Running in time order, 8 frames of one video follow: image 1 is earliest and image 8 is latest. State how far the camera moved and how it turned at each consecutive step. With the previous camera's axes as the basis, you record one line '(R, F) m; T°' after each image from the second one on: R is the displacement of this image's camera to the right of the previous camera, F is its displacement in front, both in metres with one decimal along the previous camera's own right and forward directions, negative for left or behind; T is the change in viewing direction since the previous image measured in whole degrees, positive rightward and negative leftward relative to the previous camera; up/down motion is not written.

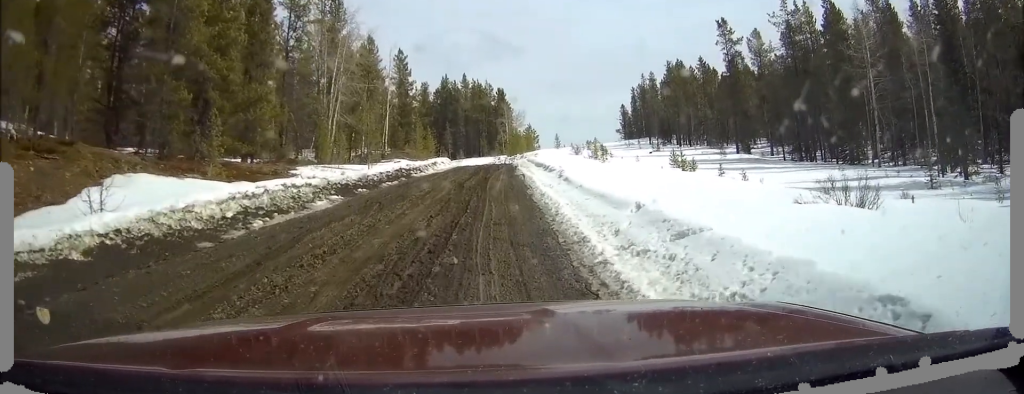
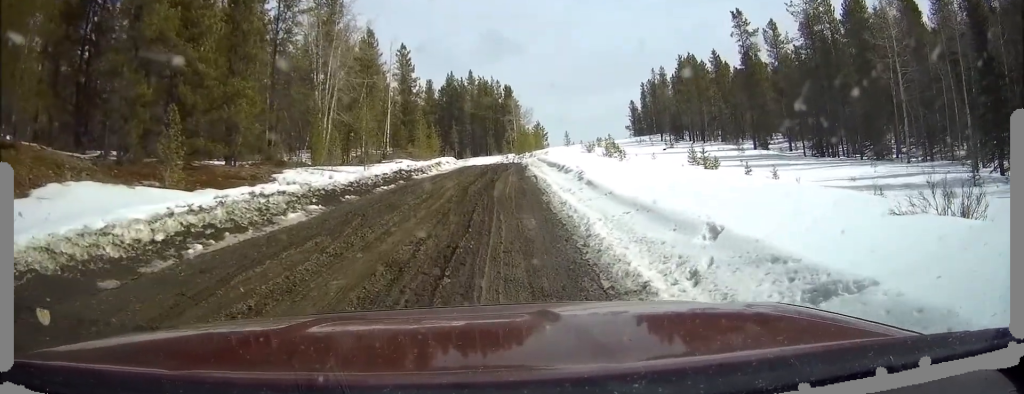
(+0.1, +3.1) m; +3°
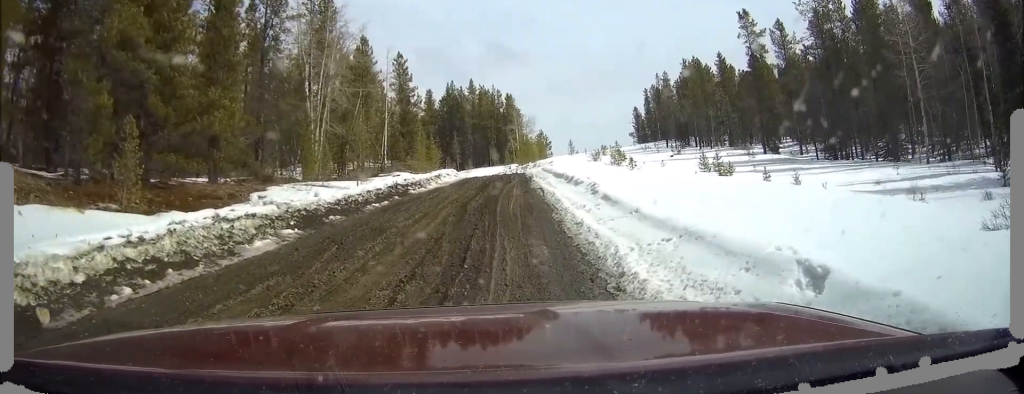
(0.0, +2.3) m; +2°
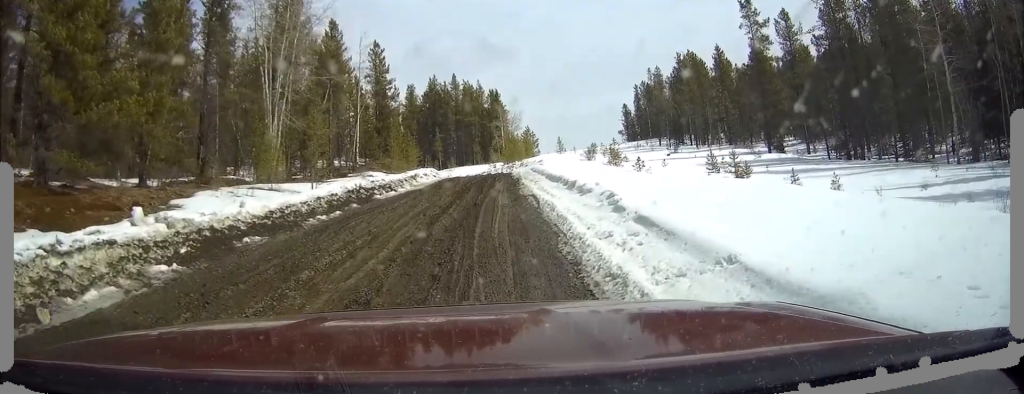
(+0.3, +5.2) m; +4°
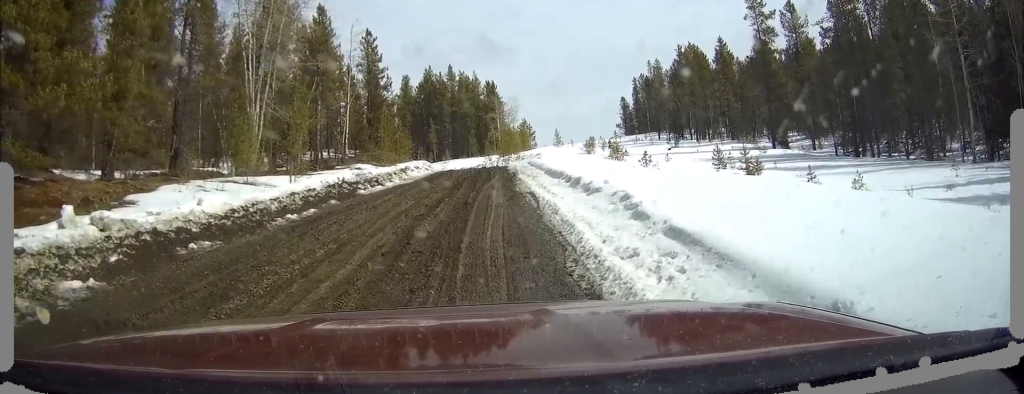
(0.0, +2.1) m; 0°
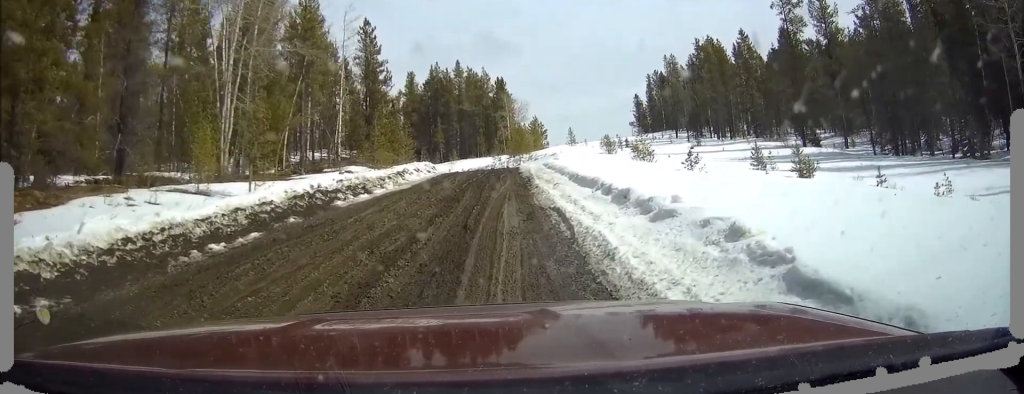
(0.0, +4.9) m; +5°
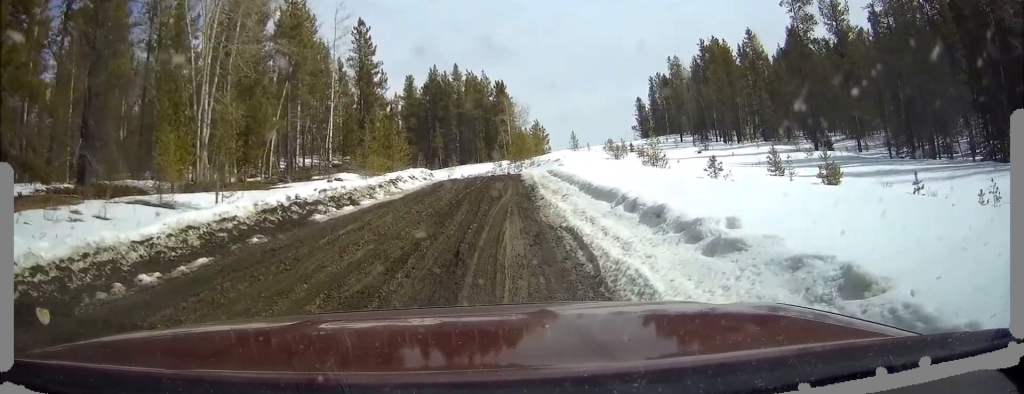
(+0.2, +2.4) m; 0°
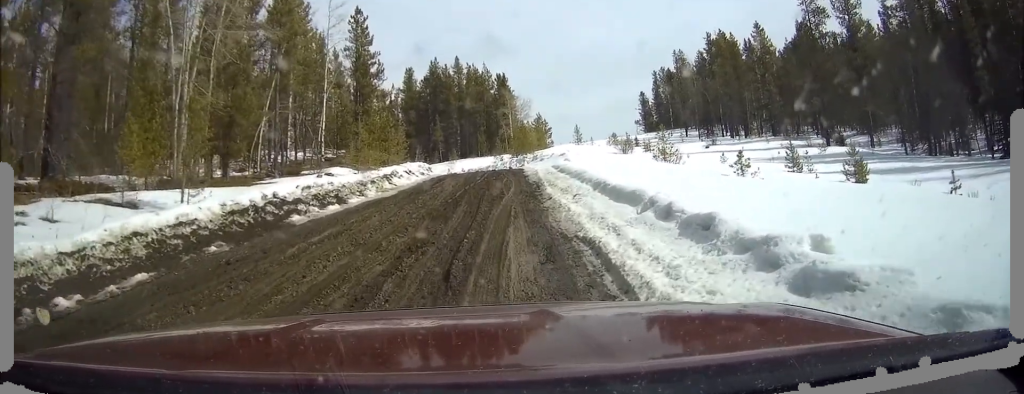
(+0.2, +2.1) m; -1°
